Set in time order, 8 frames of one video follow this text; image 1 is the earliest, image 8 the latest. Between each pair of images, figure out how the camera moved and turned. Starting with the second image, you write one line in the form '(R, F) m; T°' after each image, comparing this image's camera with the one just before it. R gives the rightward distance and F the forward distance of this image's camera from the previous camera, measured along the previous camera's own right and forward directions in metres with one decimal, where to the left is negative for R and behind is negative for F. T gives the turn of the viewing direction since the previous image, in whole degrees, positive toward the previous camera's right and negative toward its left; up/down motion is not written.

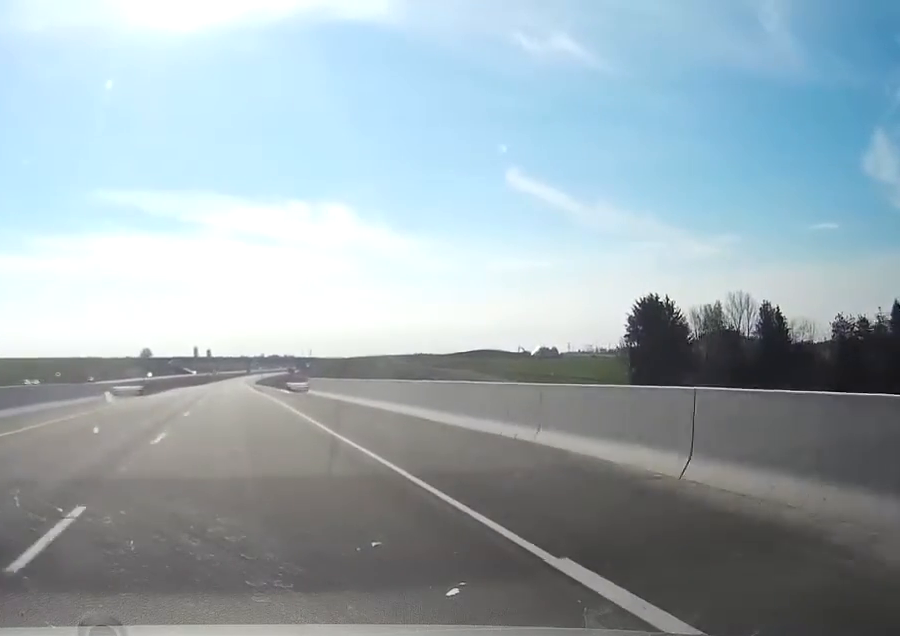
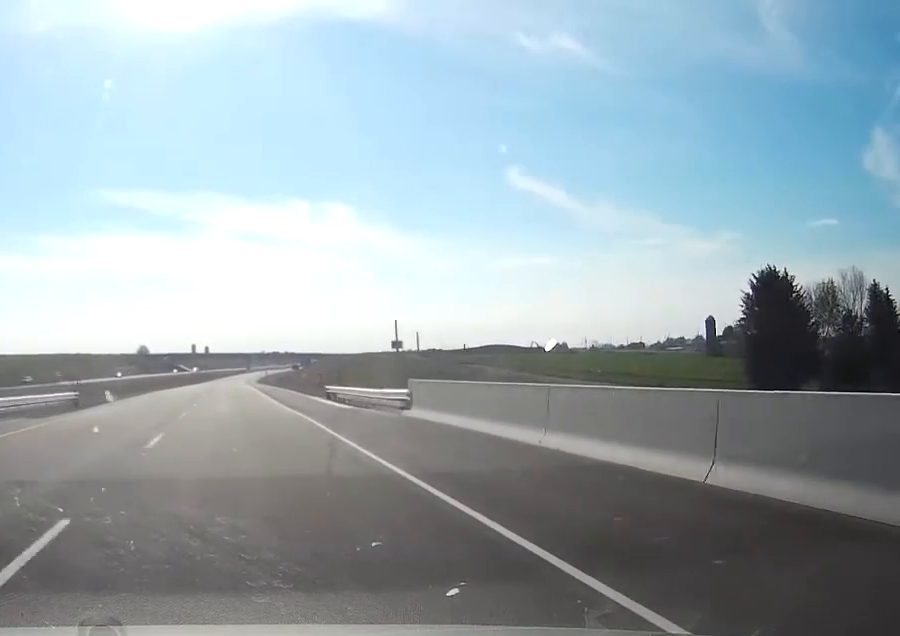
(+0.1, +36.4) m; 0°
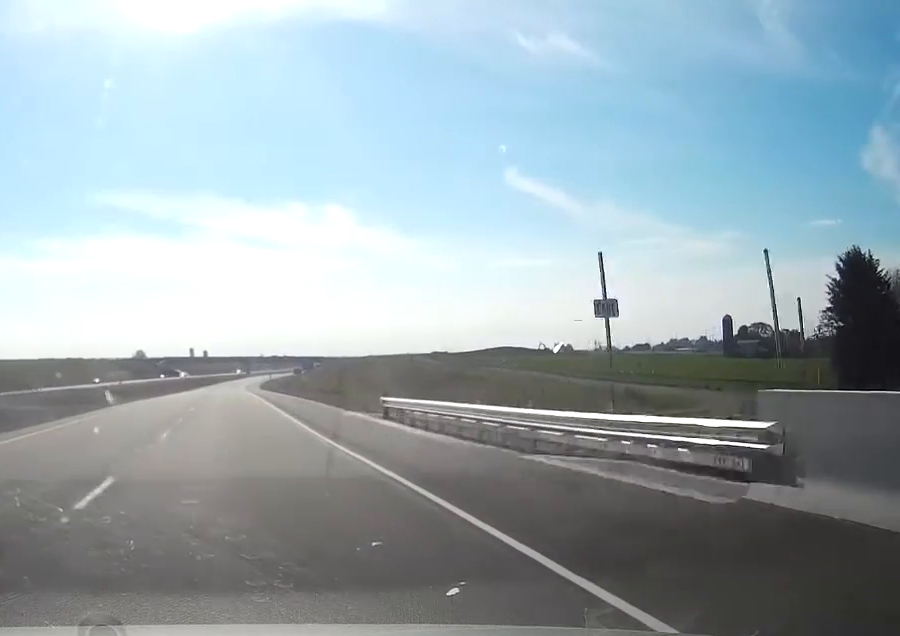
(-0.1, +19.7) m; 0°
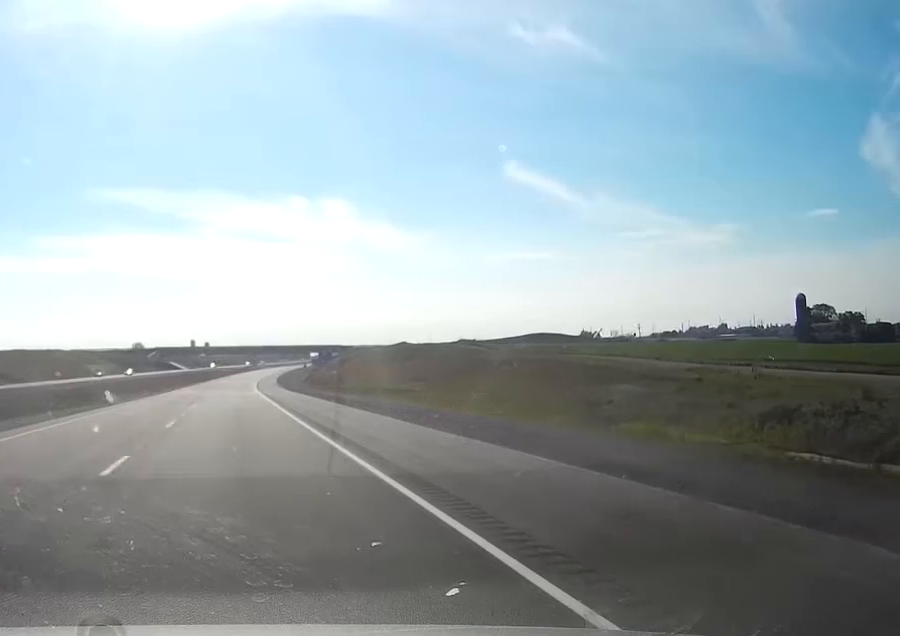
(0.0, +68.1) m; 0°
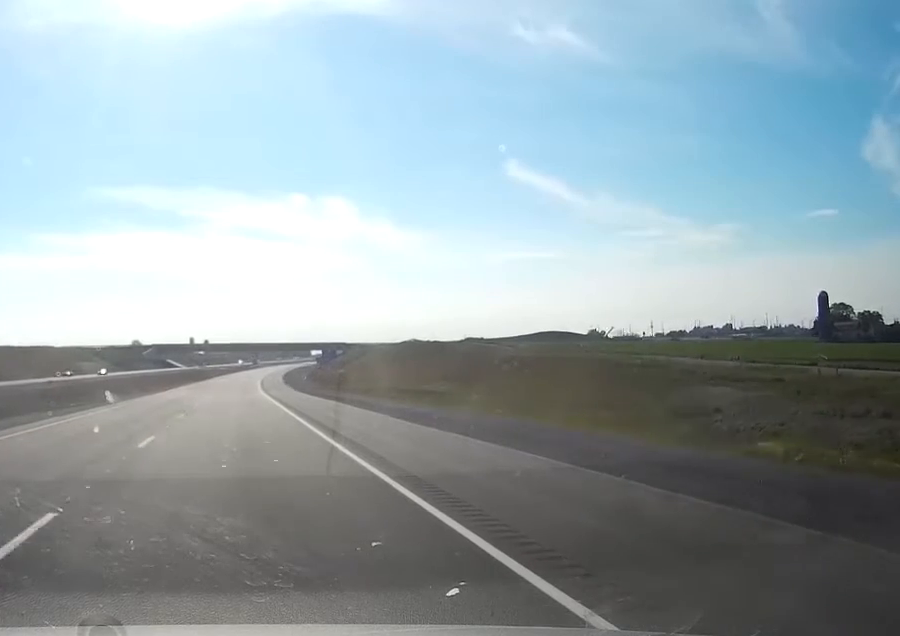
(0.0, +18.8) m; 0°
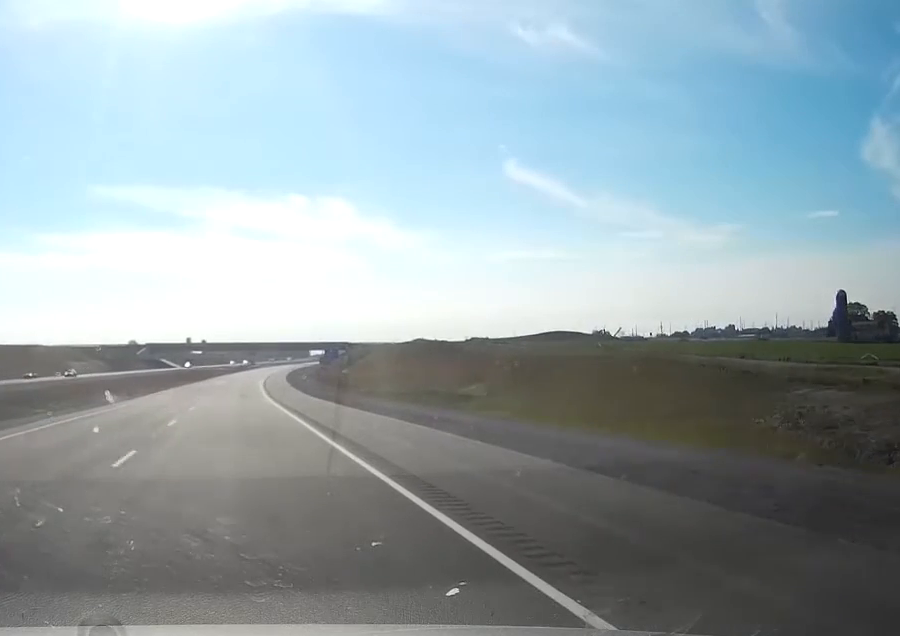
(0.0, +15.8) m; 0°
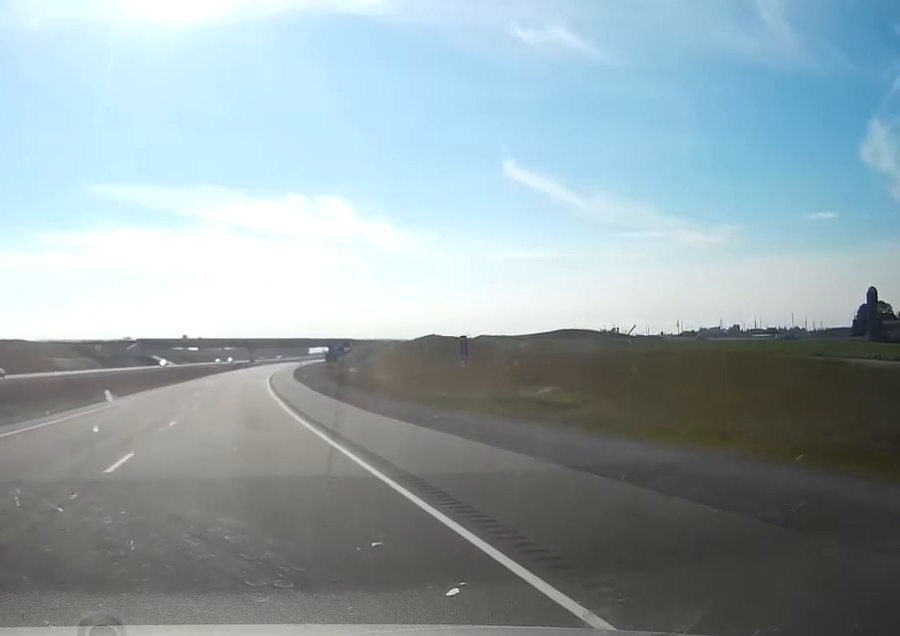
(+0.1, +24.7) m; 0°
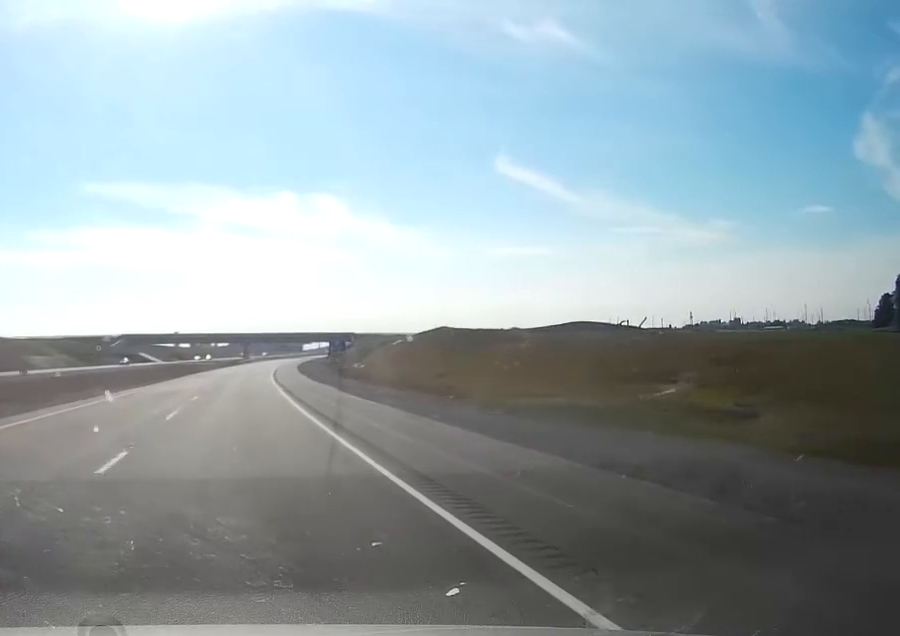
(0.0, +24.7) m; 0°
